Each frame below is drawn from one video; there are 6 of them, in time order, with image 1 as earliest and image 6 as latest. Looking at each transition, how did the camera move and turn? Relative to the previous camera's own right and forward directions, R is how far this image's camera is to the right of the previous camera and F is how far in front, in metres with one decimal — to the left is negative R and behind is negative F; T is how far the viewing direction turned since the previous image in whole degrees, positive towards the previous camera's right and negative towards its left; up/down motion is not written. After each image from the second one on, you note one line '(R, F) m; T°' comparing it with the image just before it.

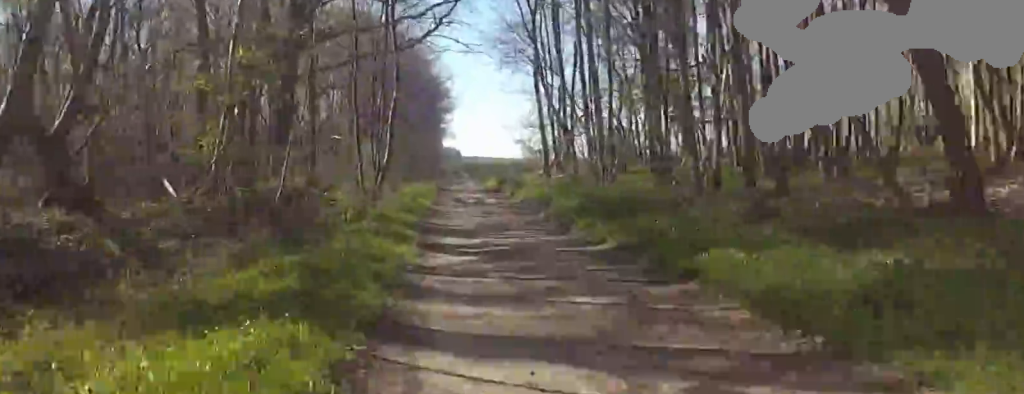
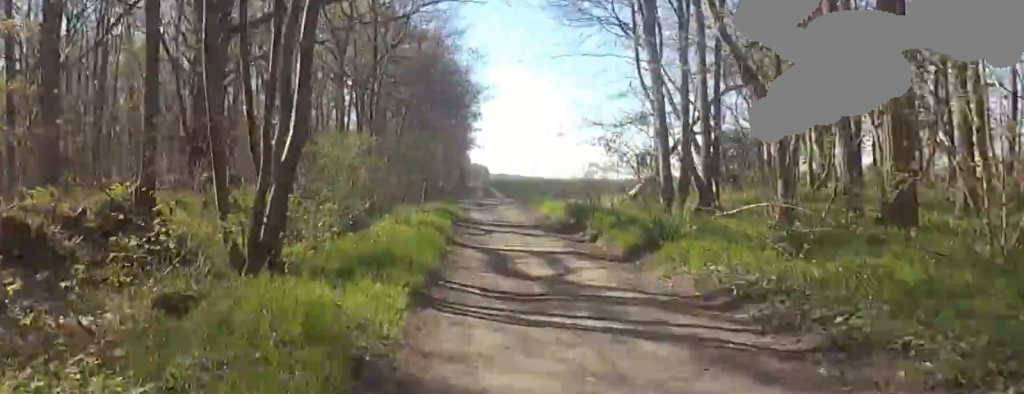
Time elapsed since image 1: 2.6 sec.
(-0.3, +15.2) m; -4°
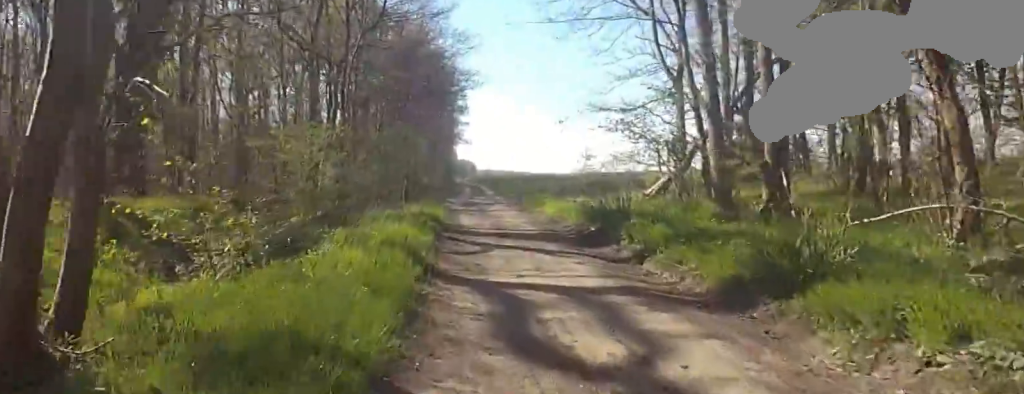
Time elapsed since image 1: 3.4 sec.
(0.0, +3.4) m; -4°
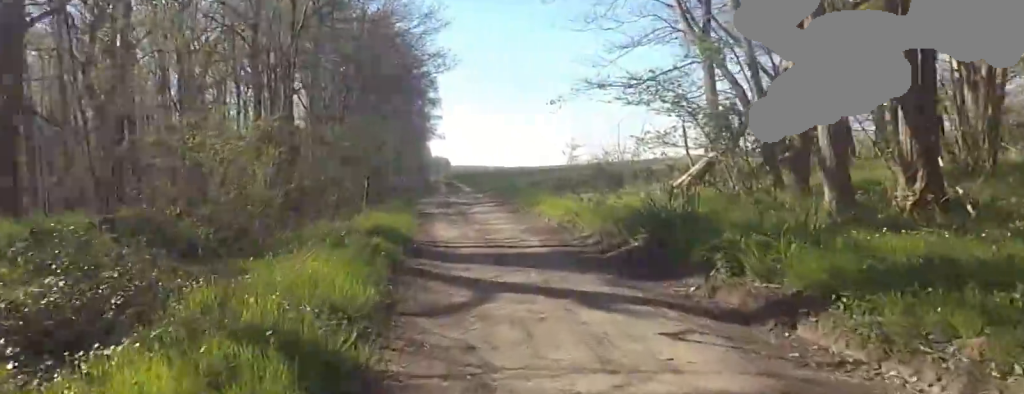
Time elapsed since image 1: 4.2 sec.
(-0.2, +3.5) m; -5°
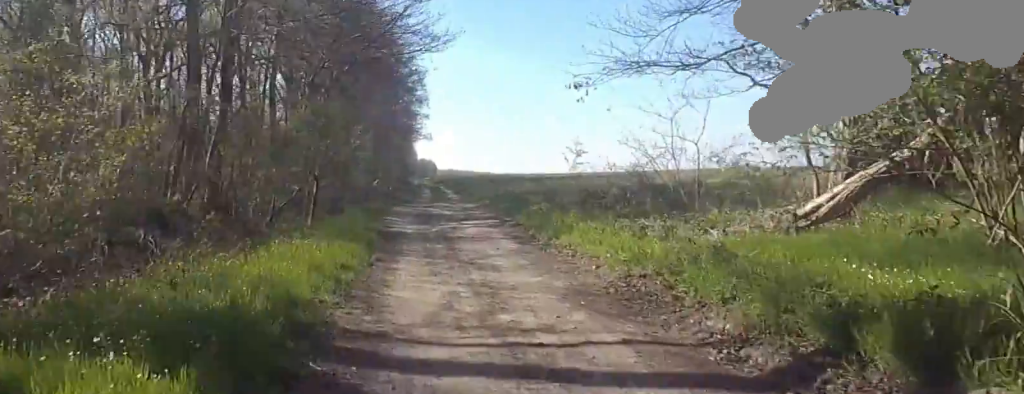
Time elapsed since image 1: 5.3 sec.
(+0.1, +6.2) m; +5°
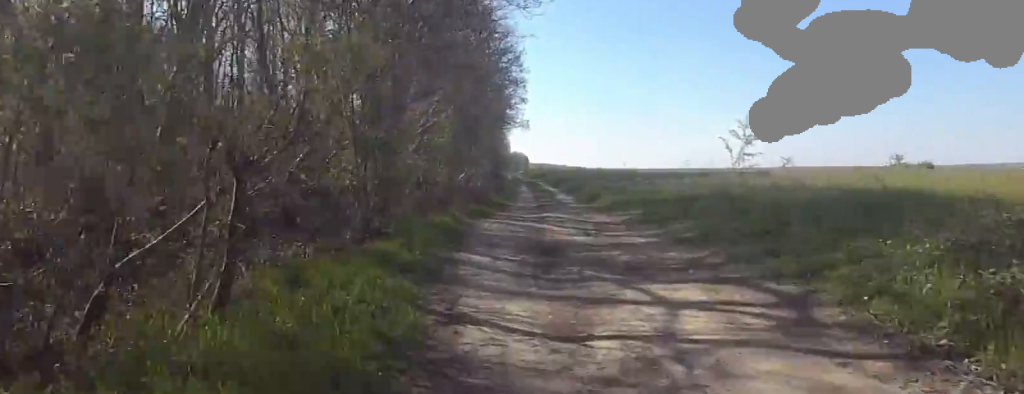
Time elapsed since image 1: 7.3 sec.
(-0.1, +10.0) m; -8°
